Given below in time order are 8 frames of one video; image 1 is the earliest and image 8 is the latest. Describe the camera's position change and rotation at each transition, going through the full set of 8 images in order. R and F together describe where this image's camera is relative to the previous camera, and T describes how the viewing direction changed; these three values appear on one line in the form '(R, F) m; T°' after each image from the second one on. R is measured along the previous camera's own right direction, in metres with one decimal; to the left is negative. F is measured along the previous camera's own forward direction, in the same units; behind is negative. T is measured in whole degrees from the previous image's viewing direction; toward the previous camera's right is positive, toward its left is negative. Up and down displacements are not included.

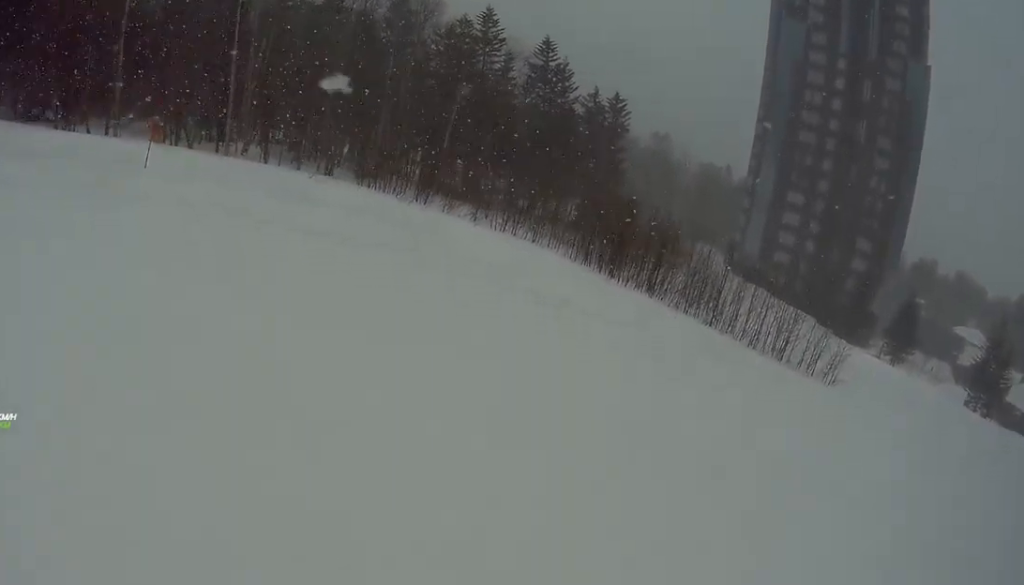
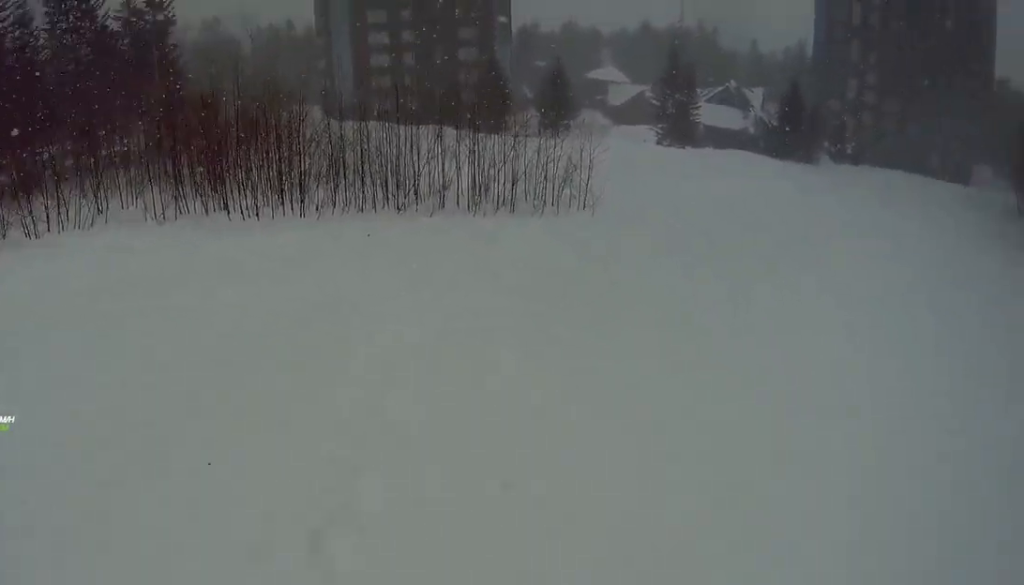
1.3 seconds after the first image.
(+0.2, +4.6) m; +20°
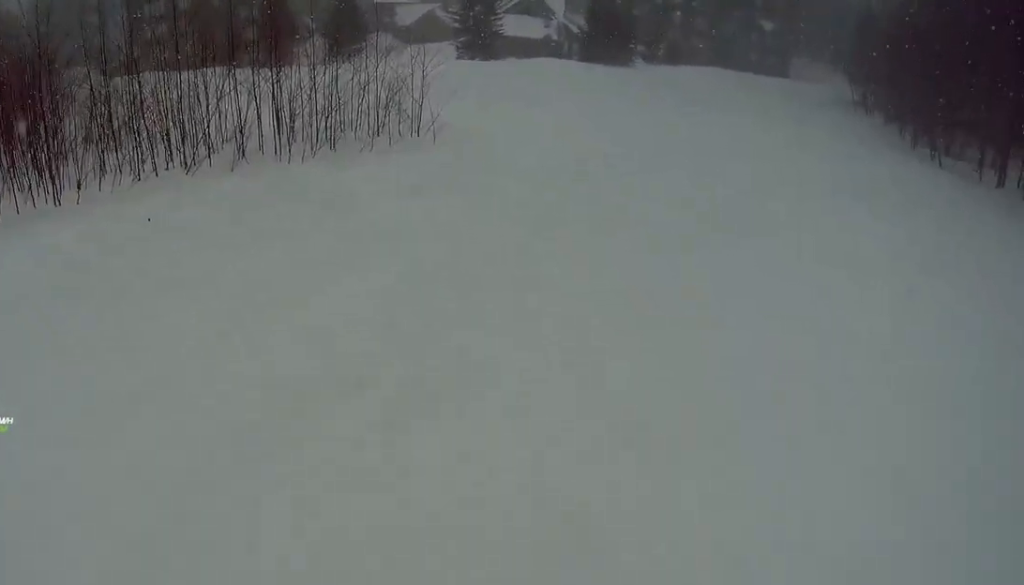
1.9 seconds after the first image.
(+0.5, +1.9) m; +25°
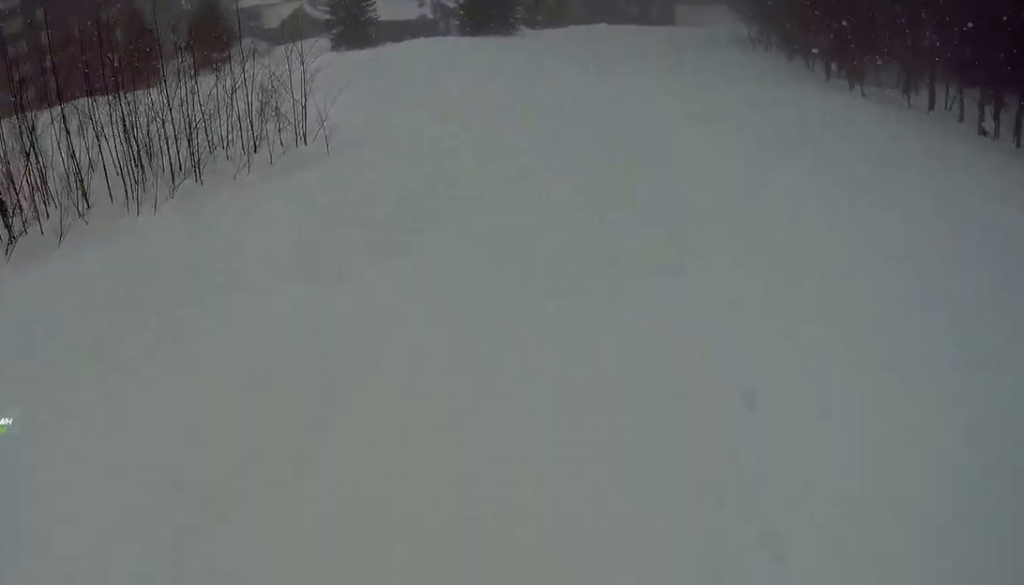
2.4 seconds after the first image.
(+0.1, +1.5) m; +18°
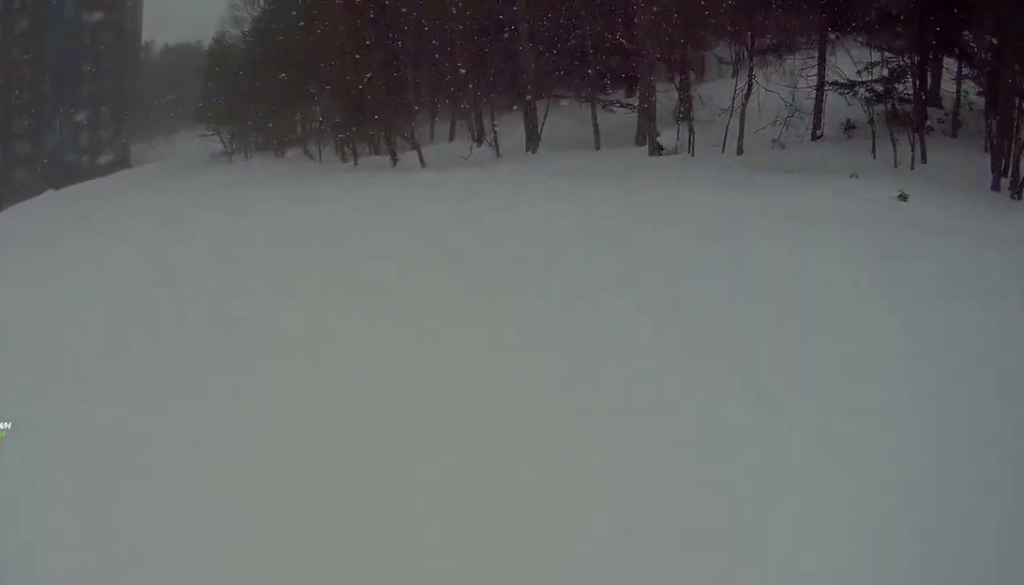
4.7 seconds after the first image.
(+4.0, +6.1) m; +50°
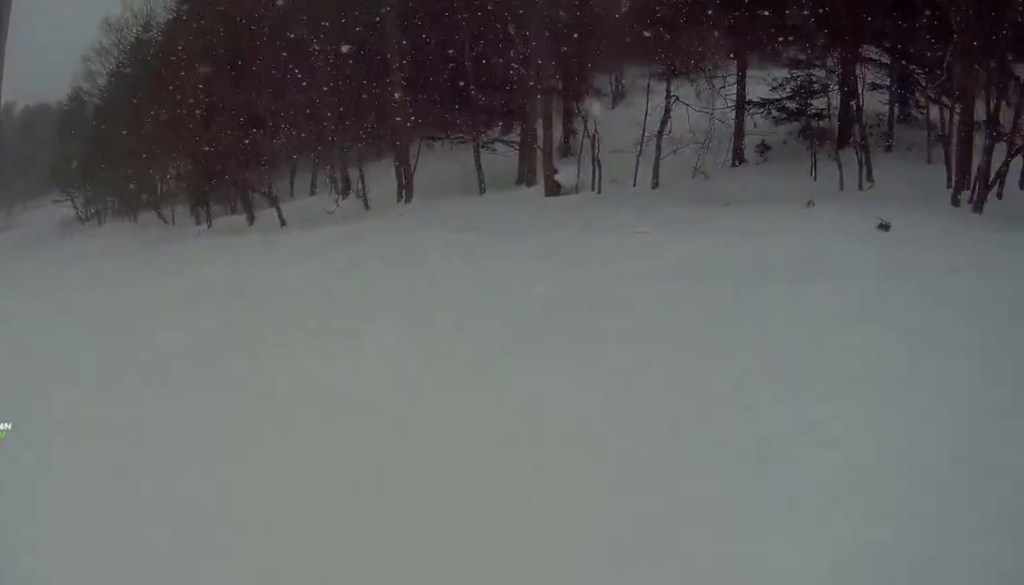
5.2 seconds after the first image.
(+0.9, +1.9) m; -3°
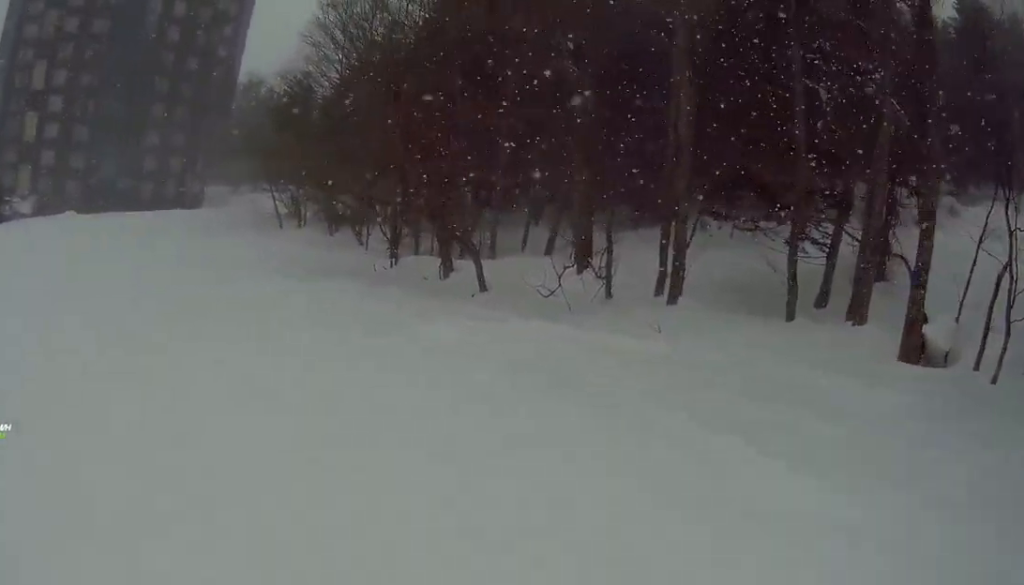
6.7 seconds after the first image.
(-3.7, +5.7) m; -57°
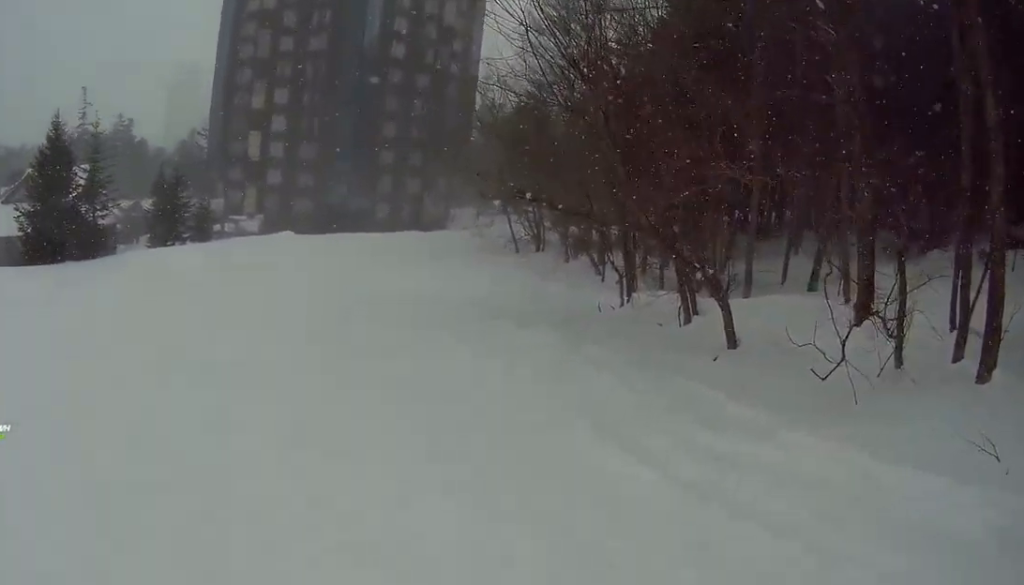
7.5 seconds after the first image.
(-1.3, +4.9) m; -28°
